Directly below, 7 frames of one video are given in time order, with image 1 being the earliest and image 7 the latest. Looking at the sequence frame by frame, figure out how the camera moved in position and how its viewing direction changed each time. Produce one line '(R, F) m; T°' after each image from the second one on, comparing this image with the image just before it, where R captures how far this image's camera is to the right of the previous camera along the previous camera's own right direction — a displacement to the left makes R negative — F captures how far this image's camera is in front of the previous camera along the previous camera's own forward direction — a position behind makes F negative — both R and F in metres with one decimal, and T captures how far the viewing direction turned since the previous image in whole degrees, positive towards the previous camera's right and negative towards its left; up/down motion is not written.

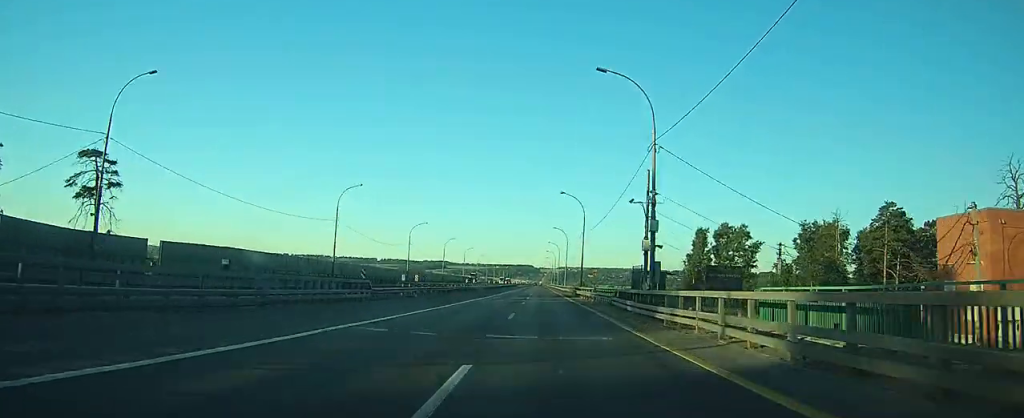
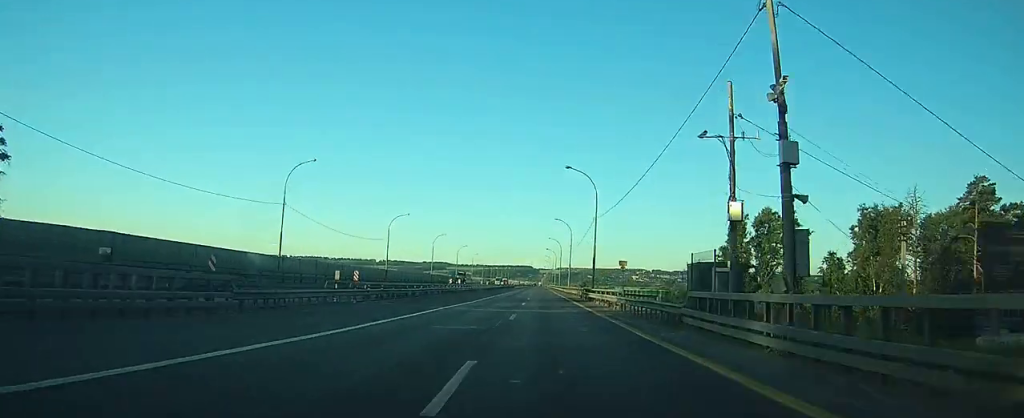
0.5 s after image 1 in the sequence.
(0.0, +15.7) m; 0°
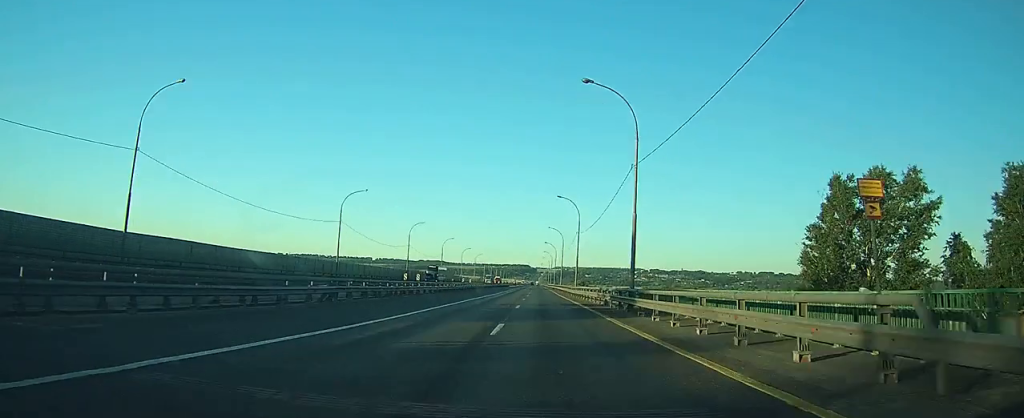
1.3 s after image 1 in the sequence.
(+0.1, +23.6) m; 0°
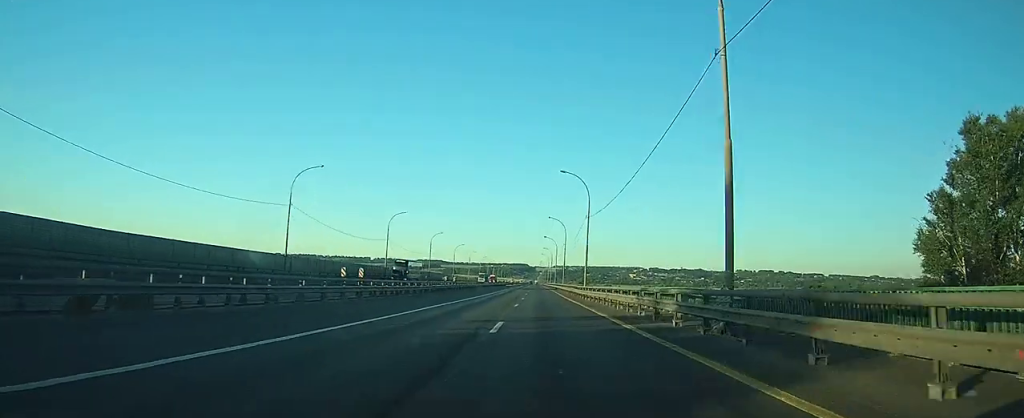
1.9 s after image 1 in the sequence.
(+0.1, +15.7) m; 0°
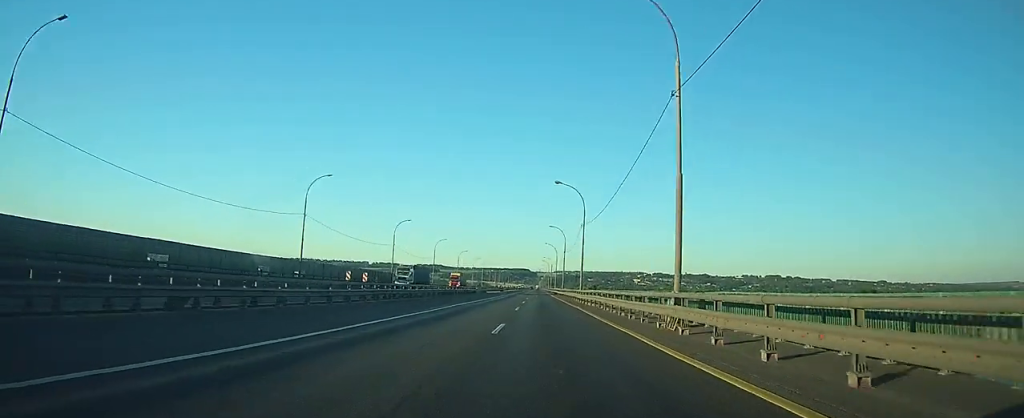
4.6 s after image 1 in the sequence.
(+0.2, +79.3) m; 0°
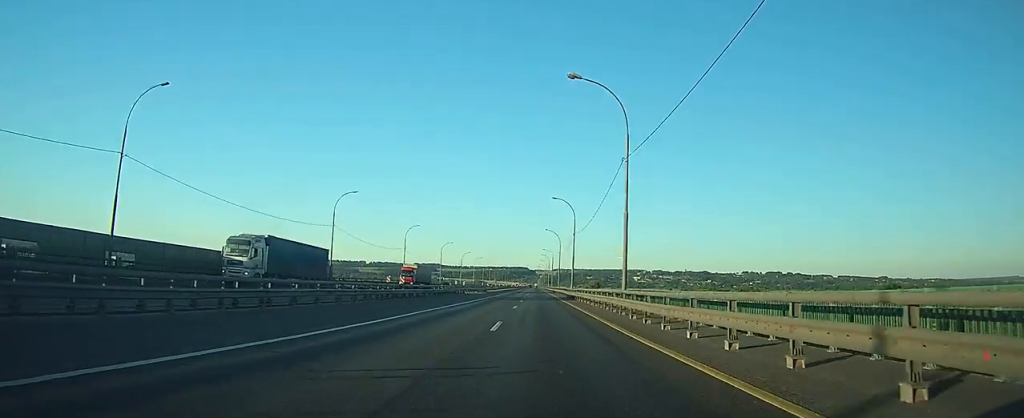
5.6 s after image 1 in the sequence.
(0.0, +31.1) m; 0°
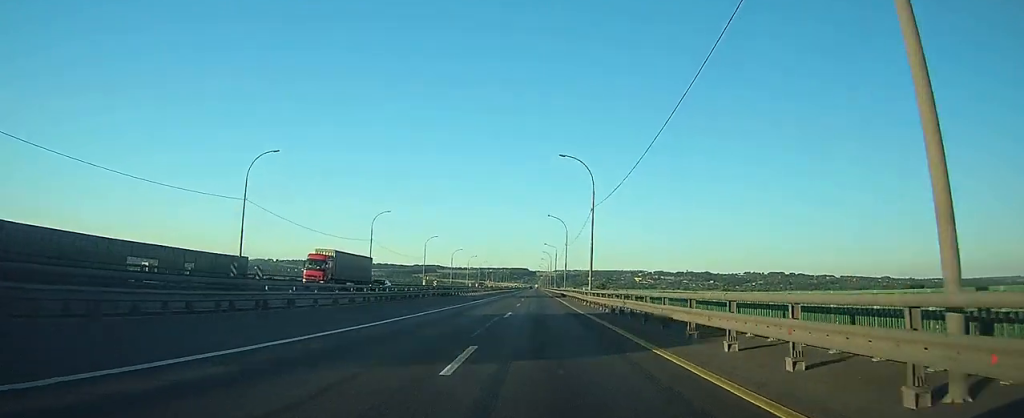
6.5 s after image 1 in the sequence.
(0.0, +24.2) m; 0°
